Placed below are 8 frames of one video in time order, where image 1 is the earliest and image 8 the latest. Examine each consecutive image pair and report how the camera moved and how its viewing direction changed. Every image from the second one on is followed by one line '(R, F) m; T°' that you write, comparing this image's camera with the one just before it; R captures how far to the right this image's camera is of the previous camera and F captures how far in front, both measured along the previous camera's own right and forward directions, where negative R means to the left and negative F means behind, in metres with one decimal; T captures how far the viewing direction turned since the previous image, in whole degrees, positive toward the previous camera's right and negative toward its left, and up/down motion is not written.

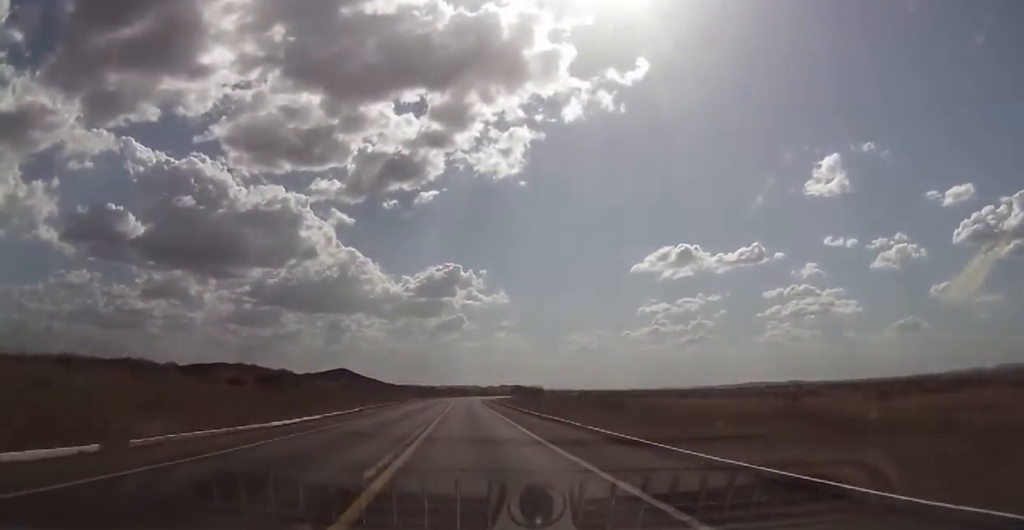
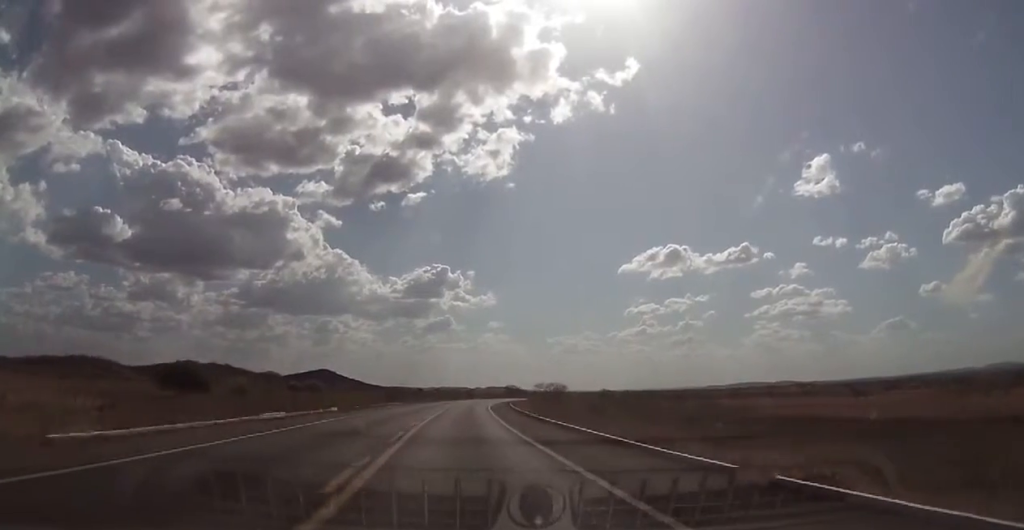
(0.0, +65.1) m; 0°
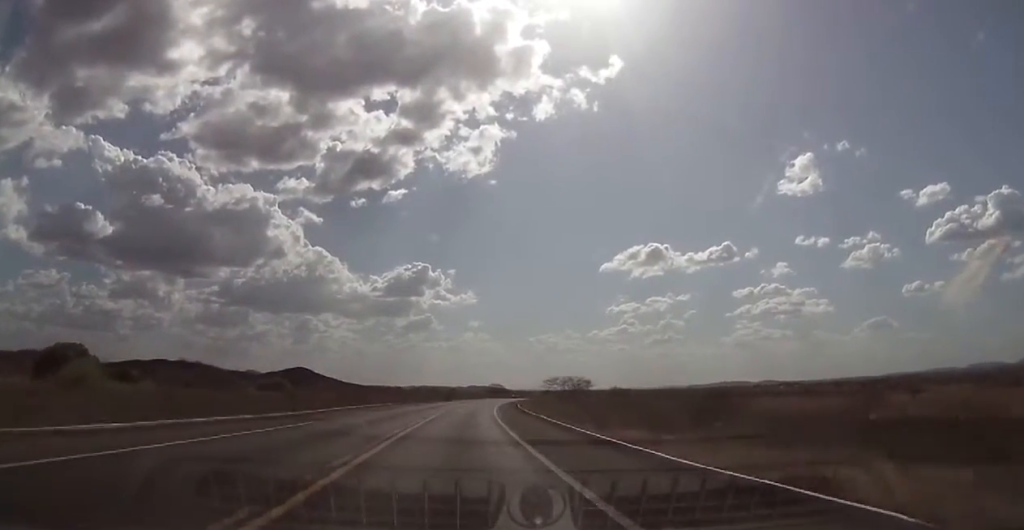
(0.0, +44.9) m; +1°
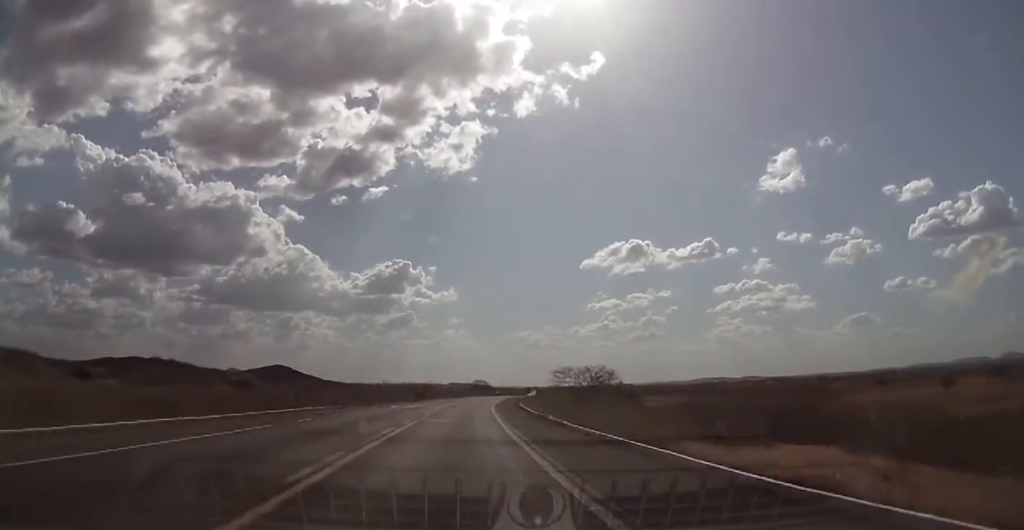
(+0.3, +24.3) m; +1°
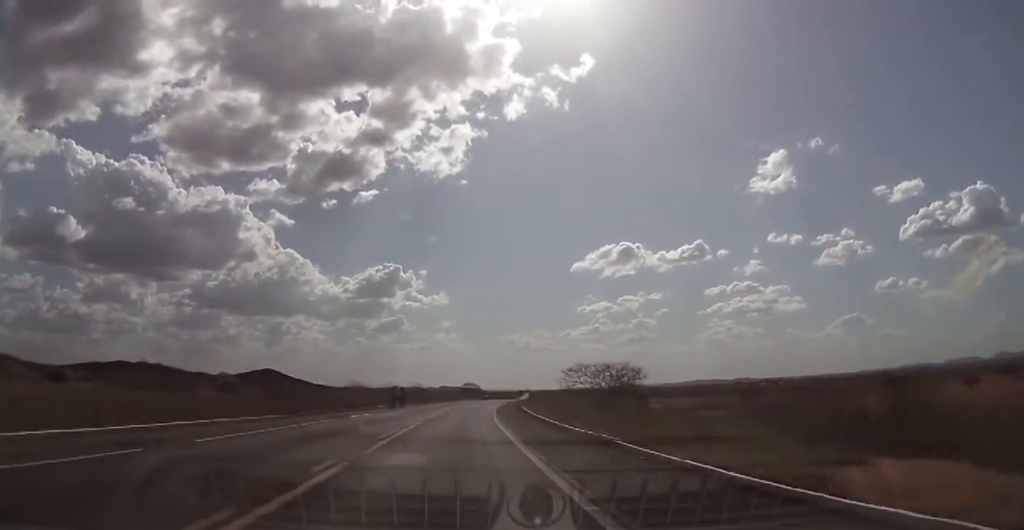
(+0.3, +14.0) m; +1°
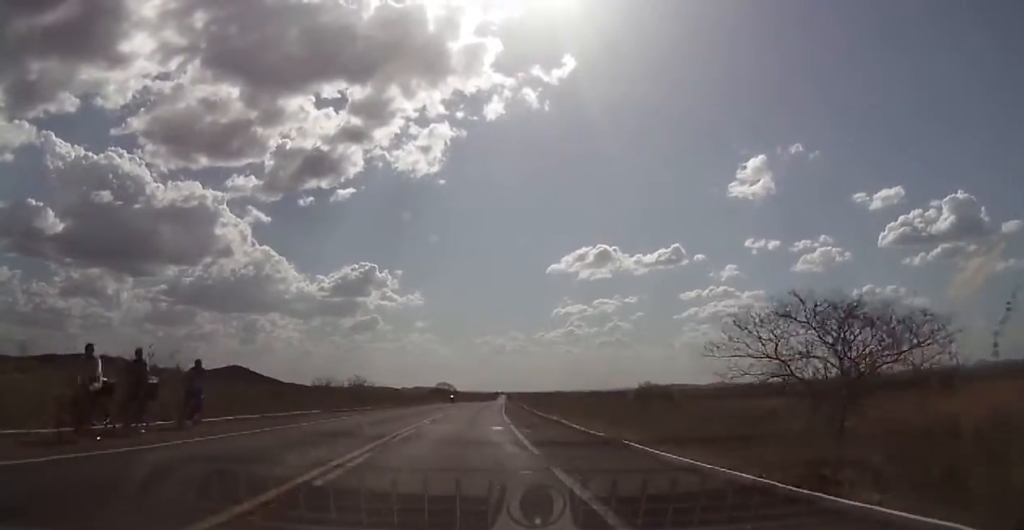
(+0.1, +41.0) m; +2°
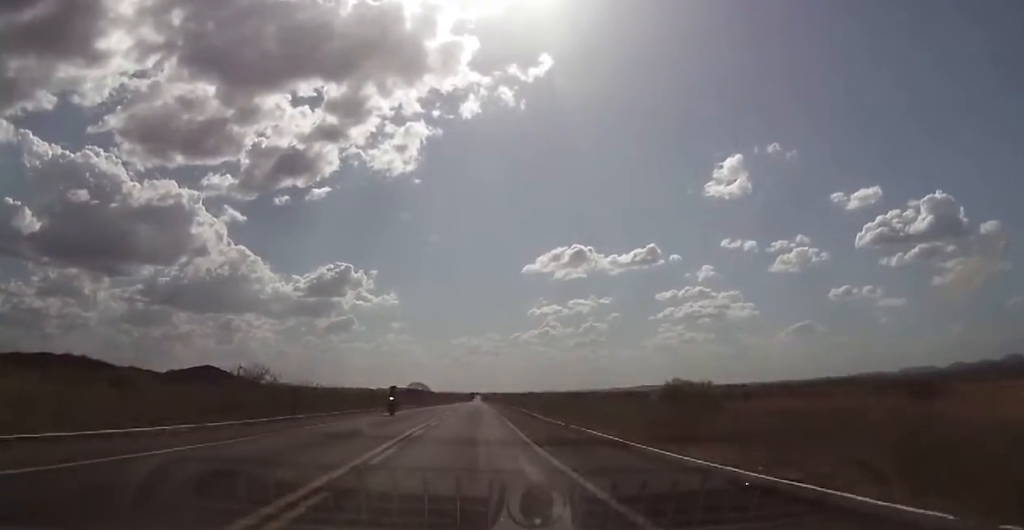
(+0.7, +28.2) m; +2°
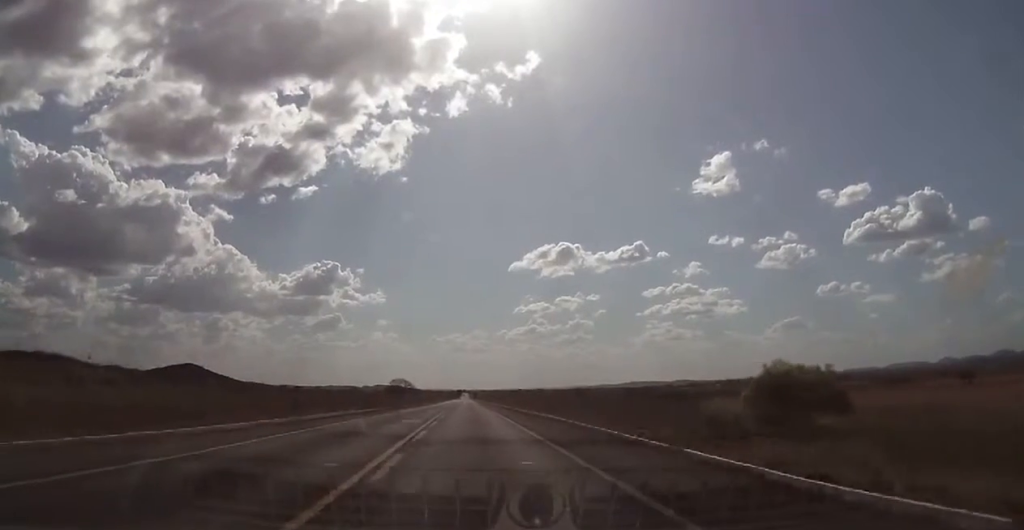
(+0.8, +34.2) m; +2°
